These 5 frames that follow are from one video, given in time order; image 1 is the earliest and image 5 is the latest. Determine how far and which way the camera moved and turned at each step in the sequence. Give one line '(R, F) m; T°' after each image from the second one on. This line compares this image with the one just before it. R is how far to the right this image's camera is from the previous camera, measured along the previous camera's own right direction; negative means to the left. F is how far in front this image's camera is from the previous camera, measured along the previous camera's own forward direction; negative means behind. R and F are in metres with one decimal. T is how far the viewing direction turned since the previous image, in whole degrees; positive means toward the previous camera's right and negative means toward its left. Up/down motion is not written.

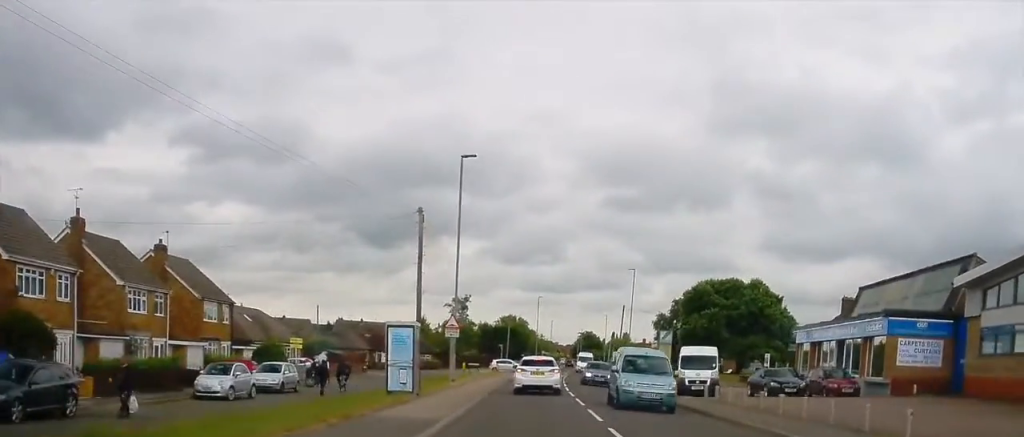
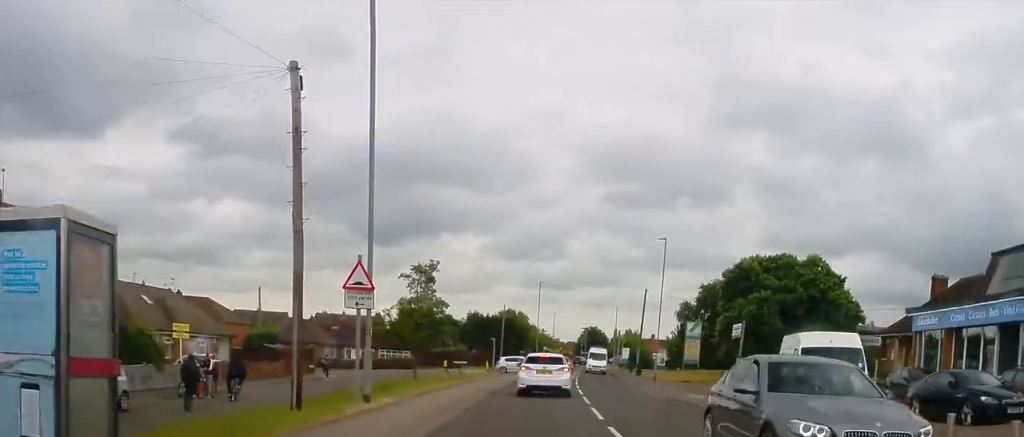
(+0.6, +17.5) m; -1°
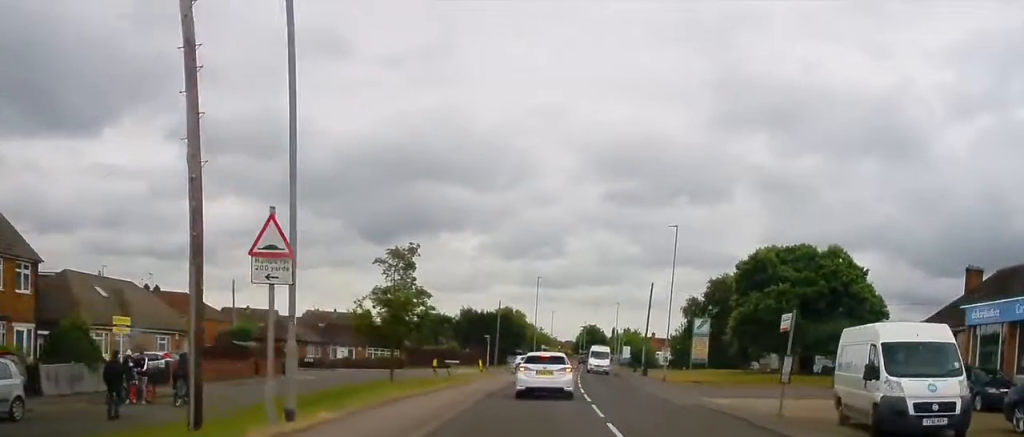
(-0.5, +5.4) m; -2°
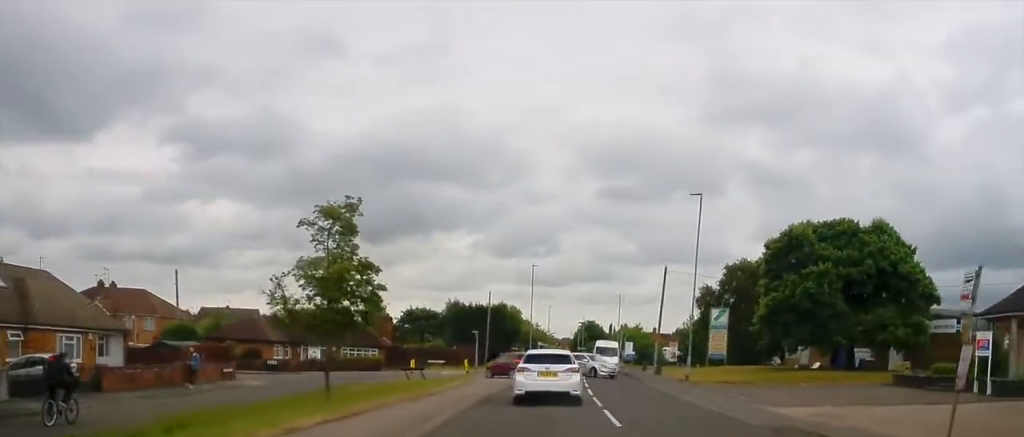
(+0.2, +9.6) m; +3°
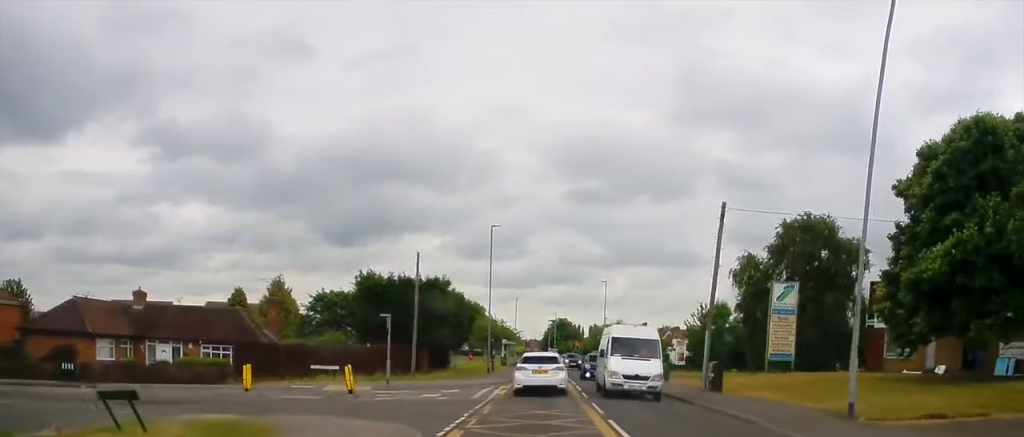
(+1.0, +26.9) m; 0°
